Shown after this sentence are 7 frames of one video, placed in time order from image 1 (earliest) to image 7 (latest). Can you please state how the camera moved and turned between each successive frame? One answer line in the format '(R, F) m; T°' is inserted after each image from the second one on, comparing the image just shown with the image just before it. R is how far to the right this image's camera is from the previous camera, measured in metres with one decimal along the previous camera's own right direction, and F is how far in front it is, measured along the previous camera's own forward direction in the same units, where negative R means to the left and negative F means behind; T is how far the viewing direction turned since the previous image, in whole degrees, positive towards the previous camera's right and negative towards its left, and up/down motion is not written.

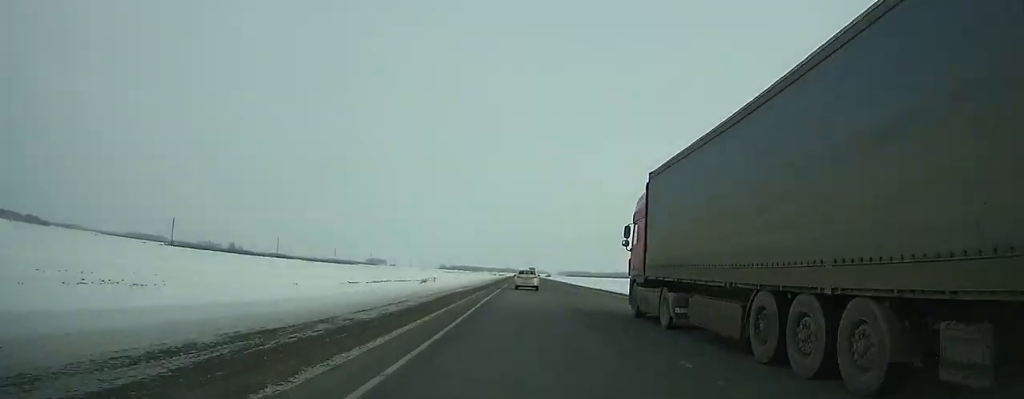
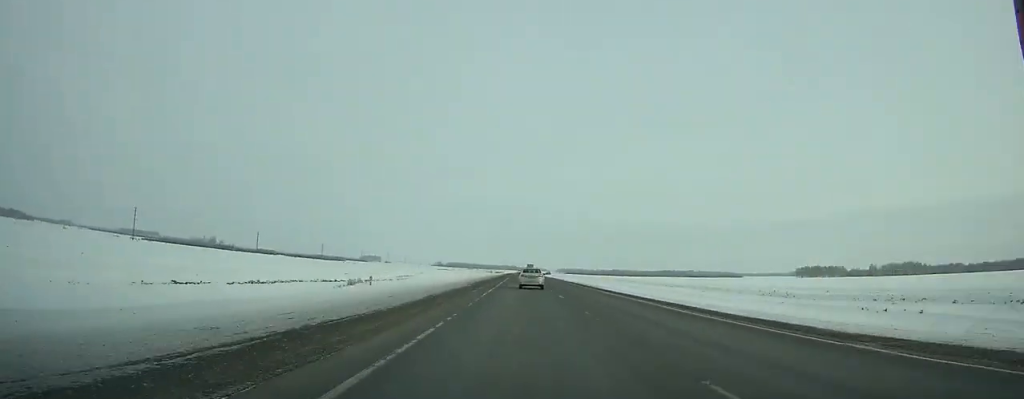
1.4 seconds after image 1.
(0.0, +47.9) m; 0°
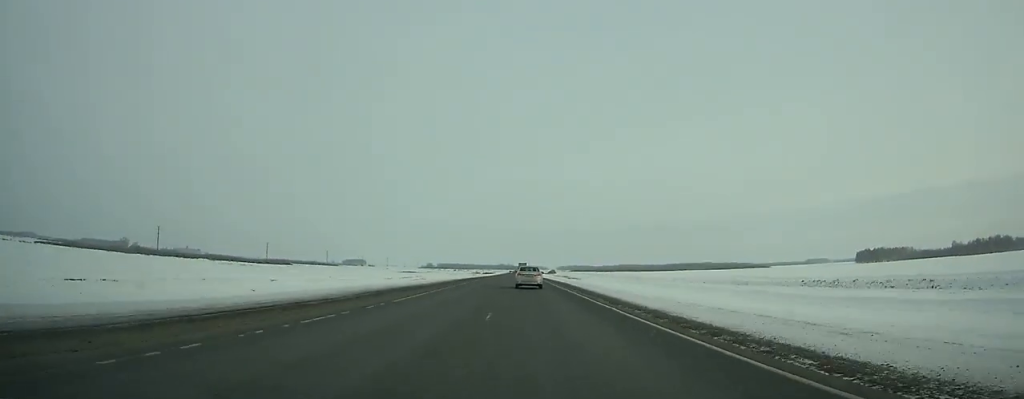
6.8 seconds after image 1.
(+0.4, +179.5) m; 0°
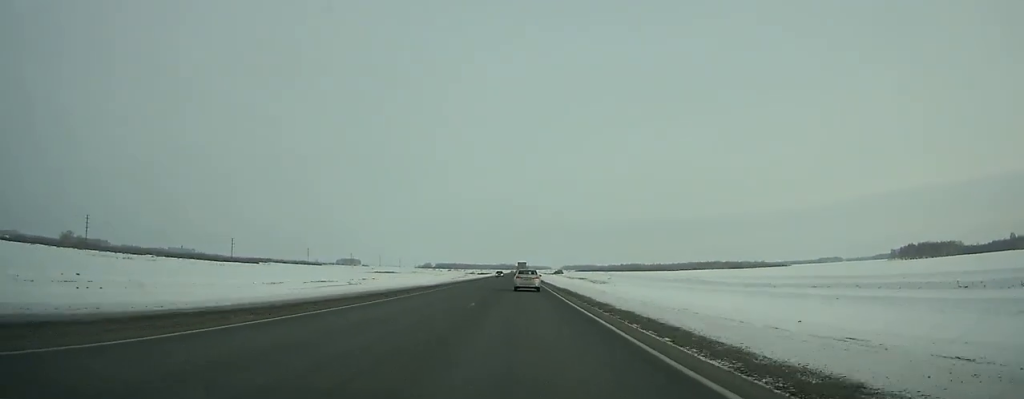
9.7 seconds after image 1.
(-0.2, +92.0) m; 0°
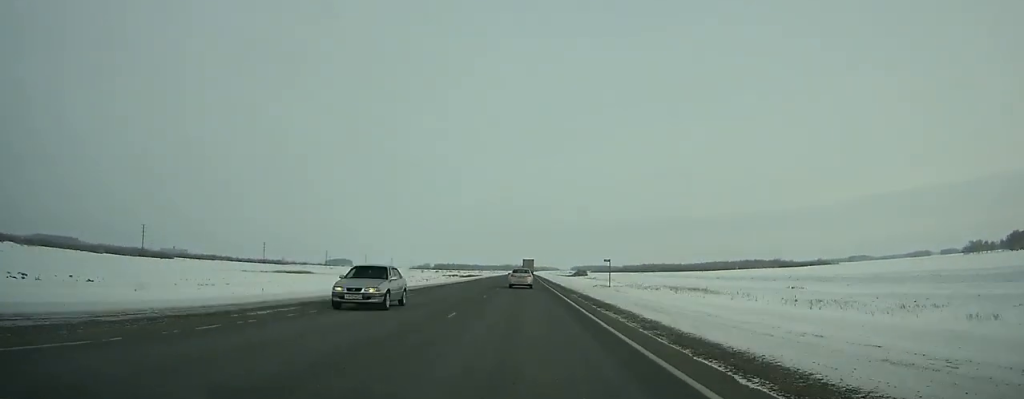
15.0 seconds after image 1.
(-0.5, +161.9) m; 0°
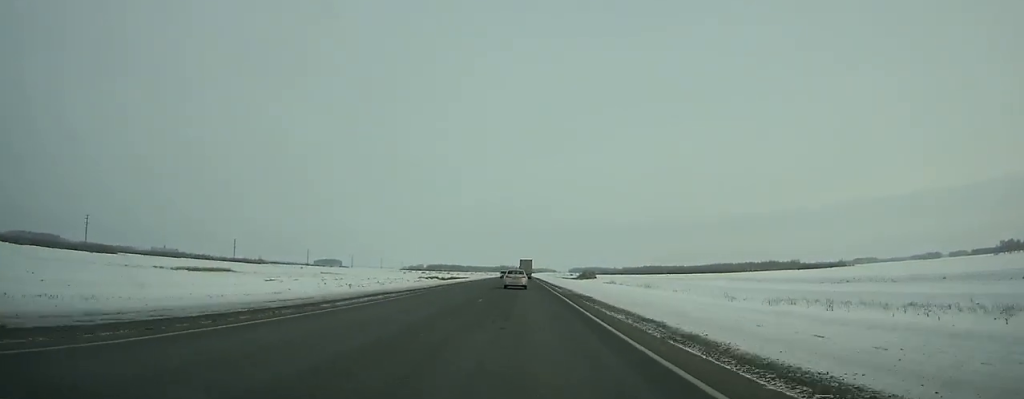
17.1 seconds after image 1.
(0.0, +62.7) m; 0°
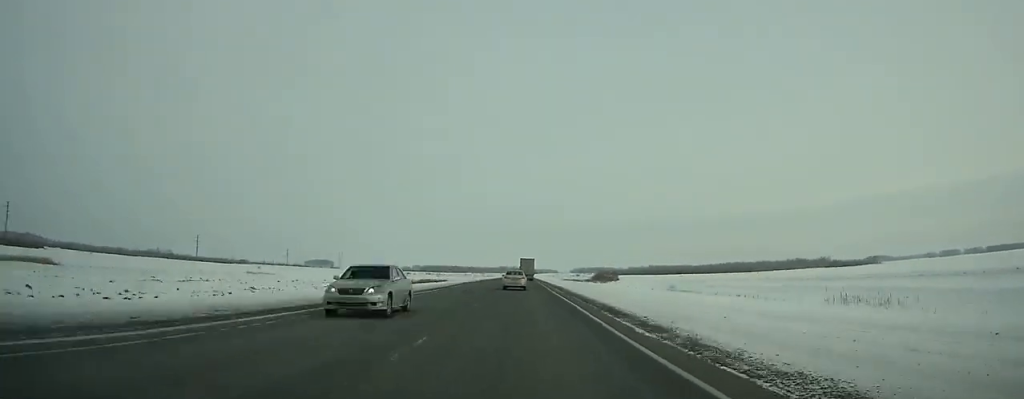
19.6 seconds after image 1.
(+0.1, +73.9) m; 0°
